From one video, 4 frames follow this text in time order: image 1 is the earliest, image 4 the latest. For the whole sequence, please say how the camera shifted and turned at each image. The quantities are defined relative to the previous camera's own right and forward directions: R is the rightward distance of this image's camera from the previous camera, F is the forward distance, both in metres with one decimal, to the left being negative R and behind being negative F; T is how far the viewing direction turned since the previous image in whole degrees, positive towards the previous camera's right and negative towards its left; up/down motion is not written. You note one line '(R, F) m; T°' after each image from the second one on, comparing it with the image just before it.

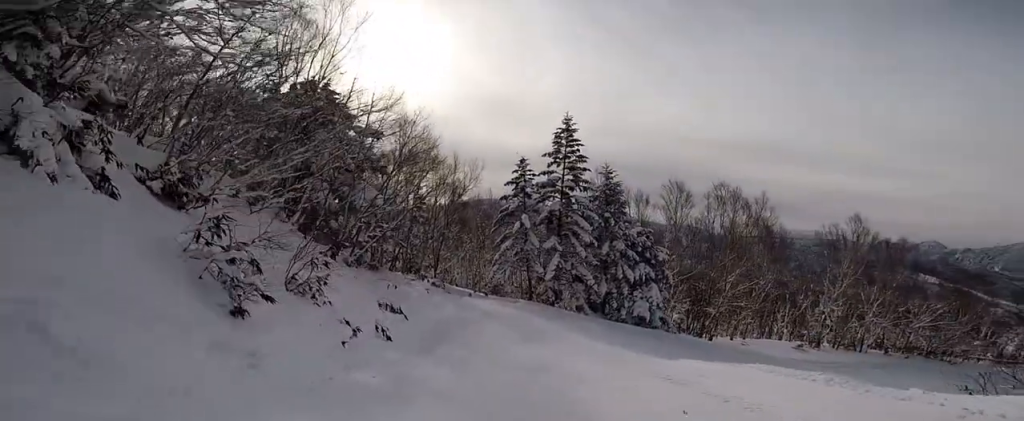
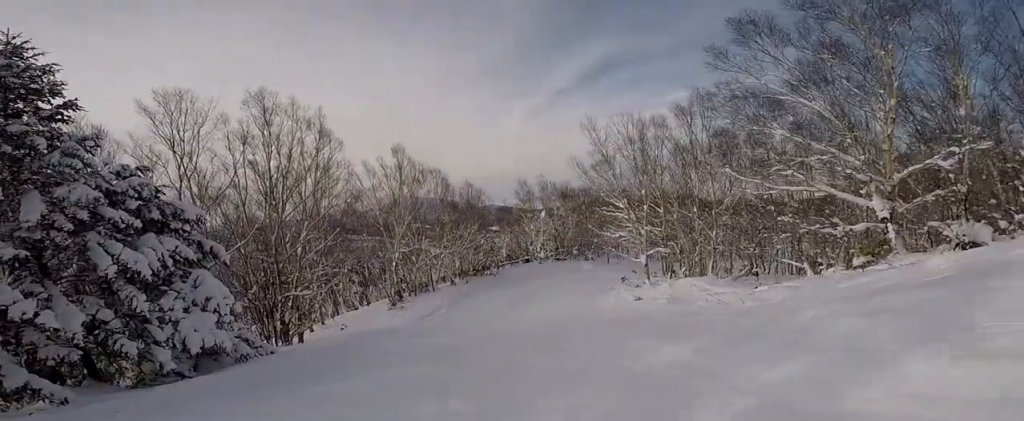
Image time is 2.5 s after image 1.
(+10.0, +11.0) m; +68°
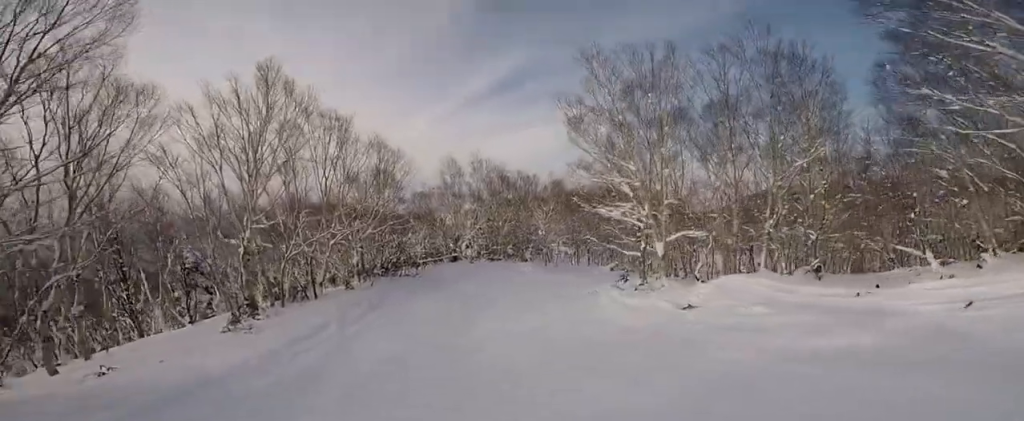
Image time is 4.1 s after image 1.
(+0.8, +12.8) m; +14°
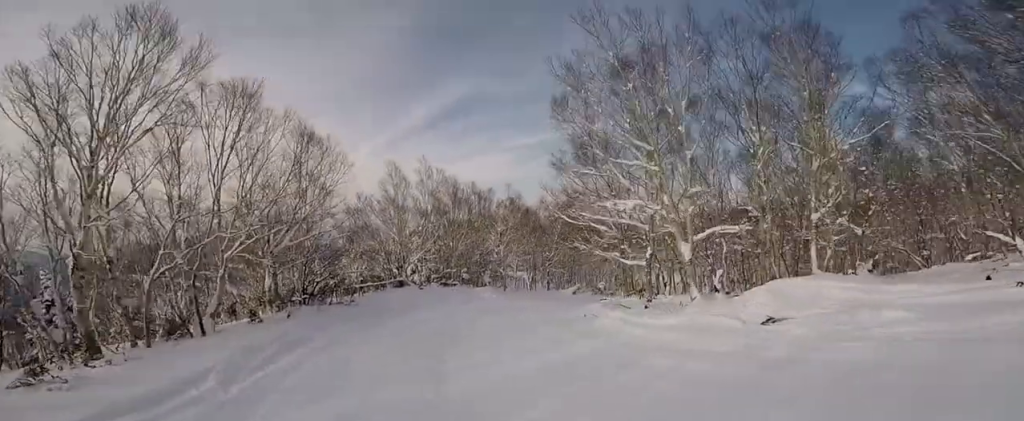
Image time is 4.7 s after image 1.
(+0.7, +5.3) m; +11°
